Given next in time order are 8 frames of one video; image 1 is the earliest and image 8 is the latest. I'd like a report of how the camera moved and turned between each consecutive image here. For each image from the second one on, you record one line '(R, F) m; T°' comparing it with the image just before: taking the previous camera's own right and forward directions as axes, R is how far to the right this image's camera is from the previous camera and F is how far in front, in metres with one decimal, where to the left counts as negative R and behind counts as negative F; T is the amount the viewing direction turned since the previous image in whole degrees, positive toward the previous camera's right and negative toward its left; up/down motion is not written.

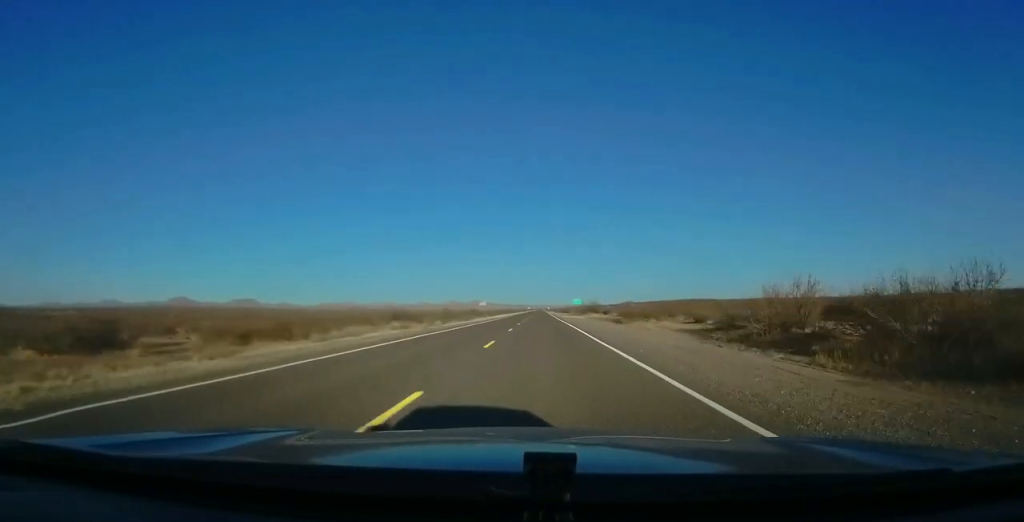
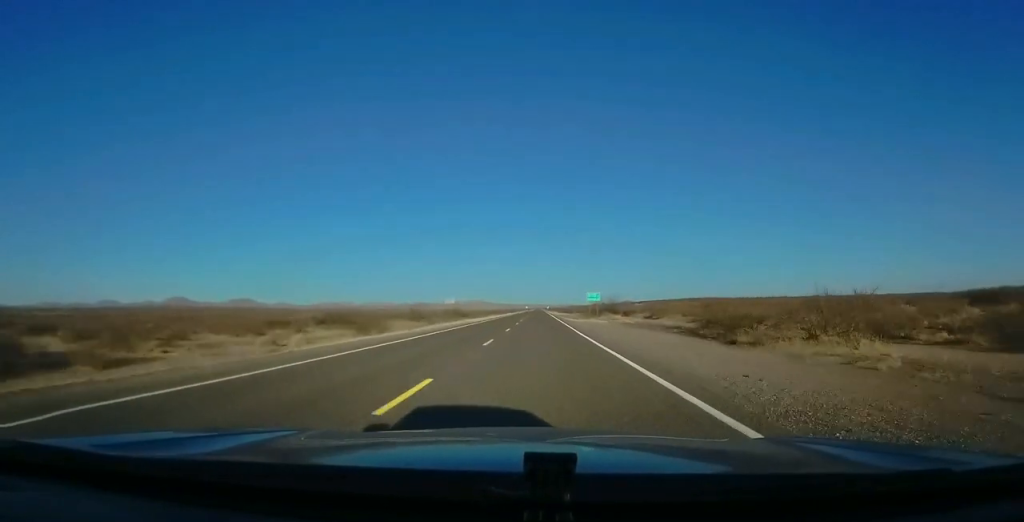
(0.0, +35.1) m; 0°
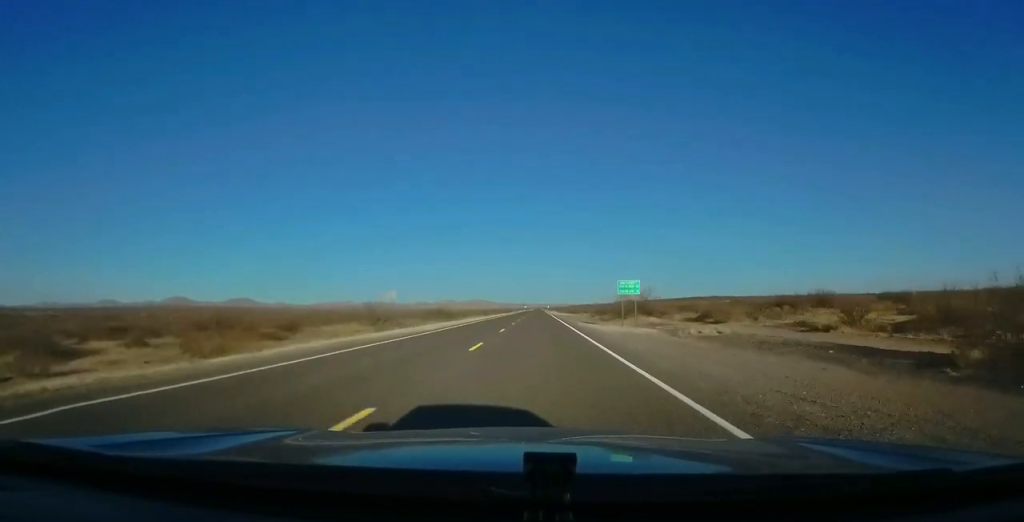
(0.0, +27.4) m; 0°
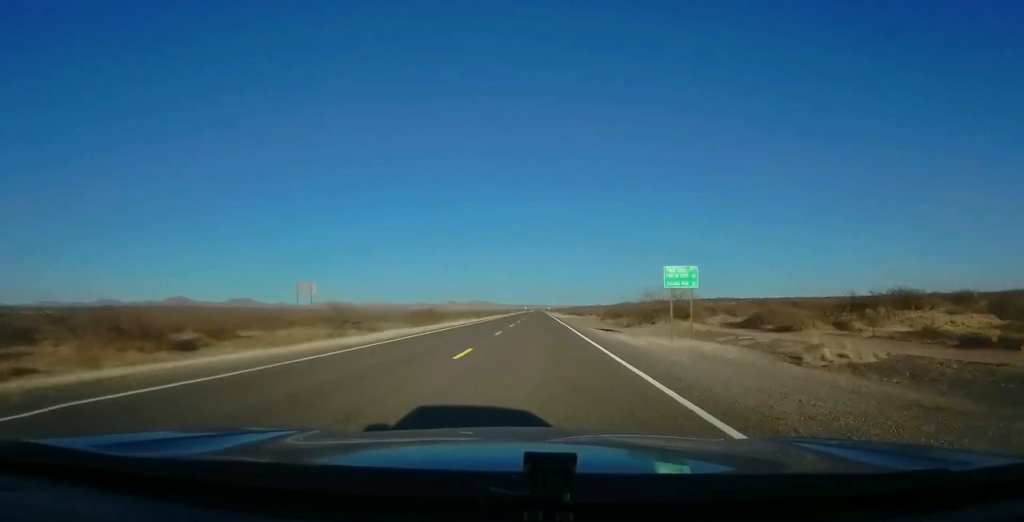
(0.0, +14.7) m; 0°
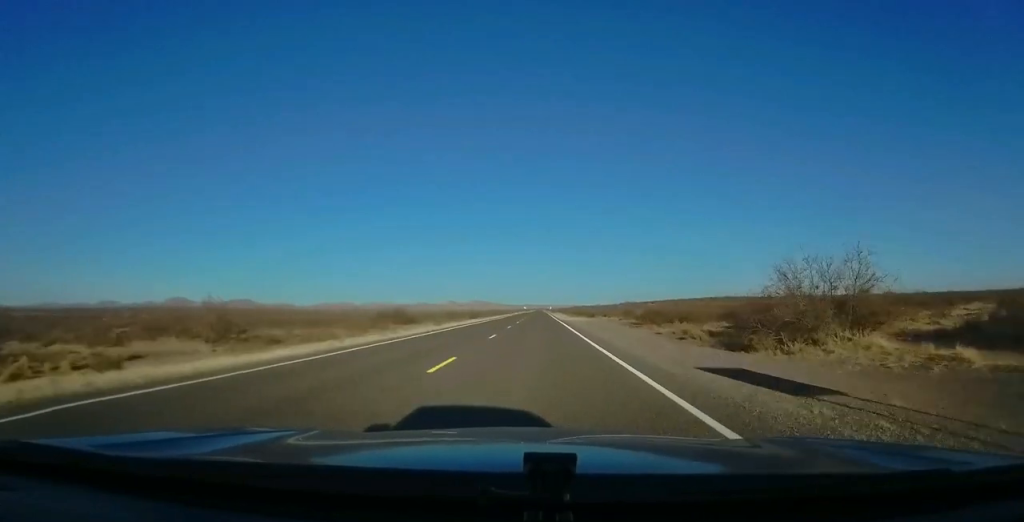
(0.0, +27.5) m; 0°
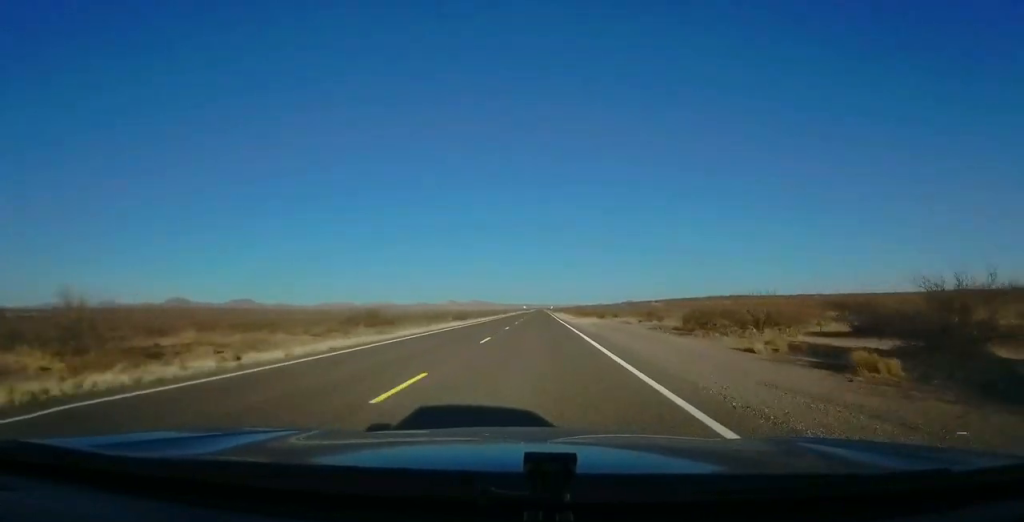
(0.0, +15.8) m; 0°
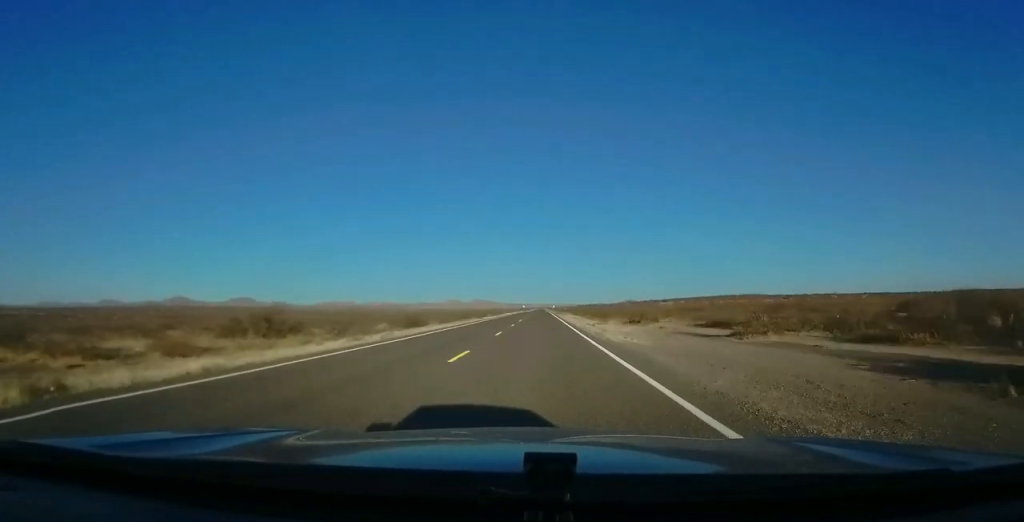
(0.0, +31.4) m; 0°
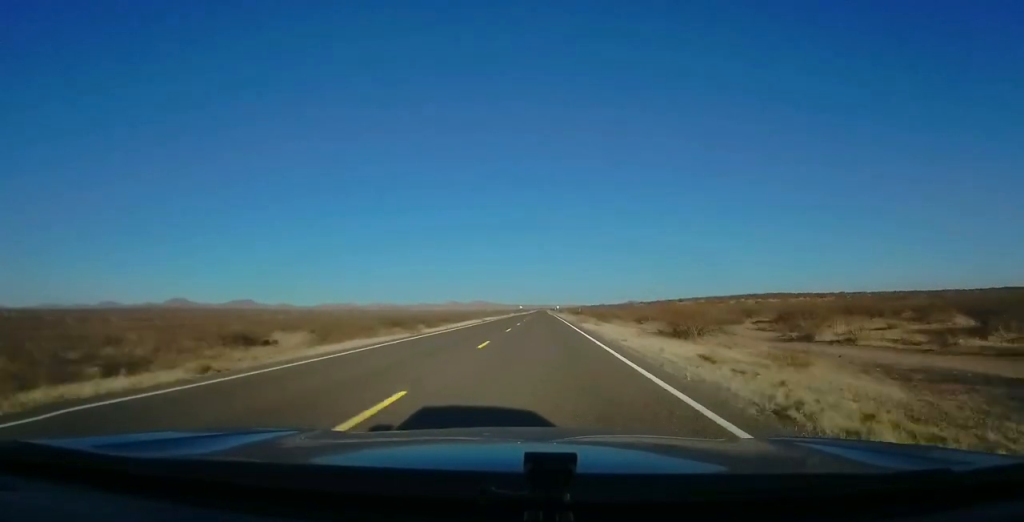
(0.0, +56.6) m; 0°
